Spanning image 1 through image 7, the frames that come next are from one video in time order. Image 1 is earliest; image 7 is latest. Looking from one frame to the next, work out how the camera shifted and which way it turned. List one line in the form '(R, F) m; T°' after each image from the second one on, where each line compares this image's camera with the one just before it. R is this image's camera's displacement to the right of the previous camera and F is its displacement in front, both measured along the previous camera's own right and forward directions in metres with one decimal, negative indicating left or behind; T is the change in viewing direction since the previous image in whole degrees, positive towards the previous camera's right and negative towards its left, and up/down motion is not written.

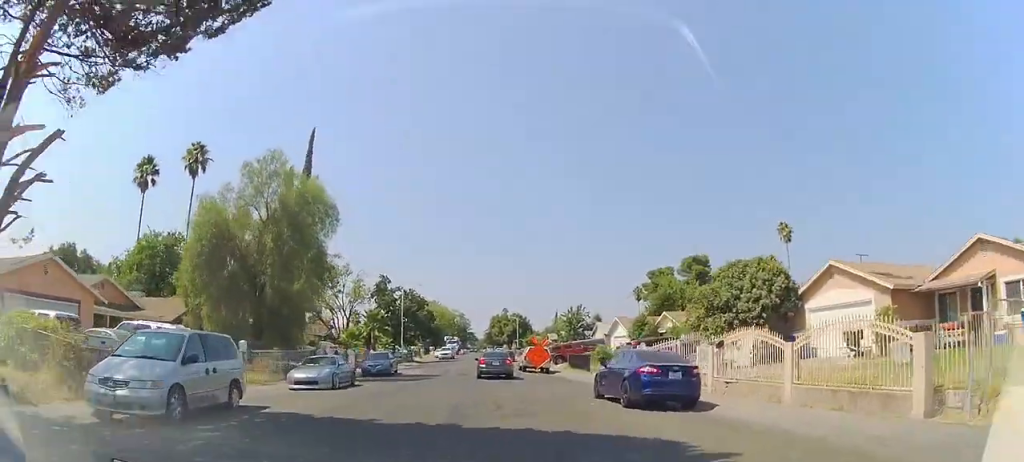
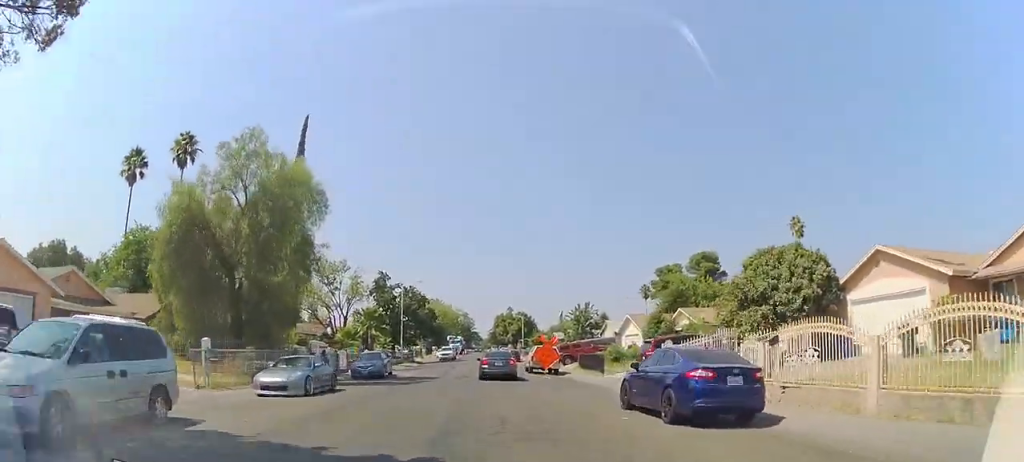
(-0.1, +3.1) m; 0°
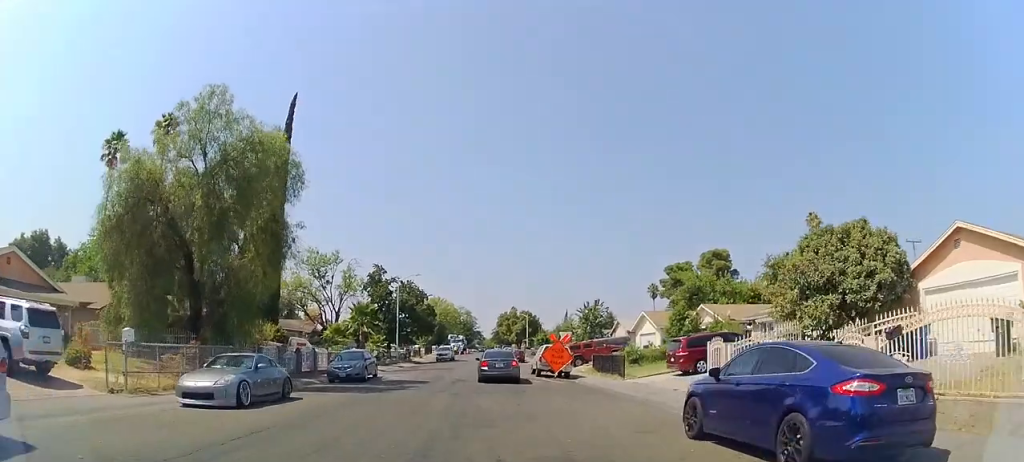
(-0.1, +4.4) m; 0°
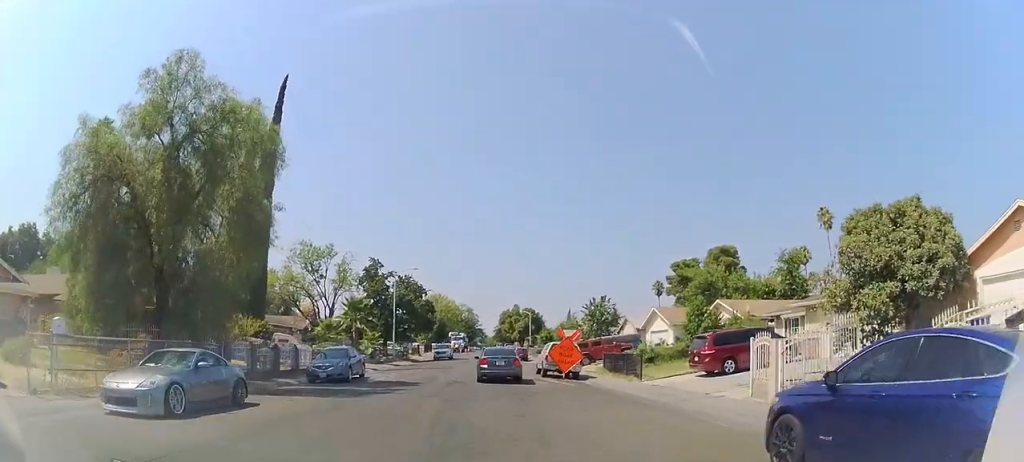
(+0.1, +2.9) m; 0°
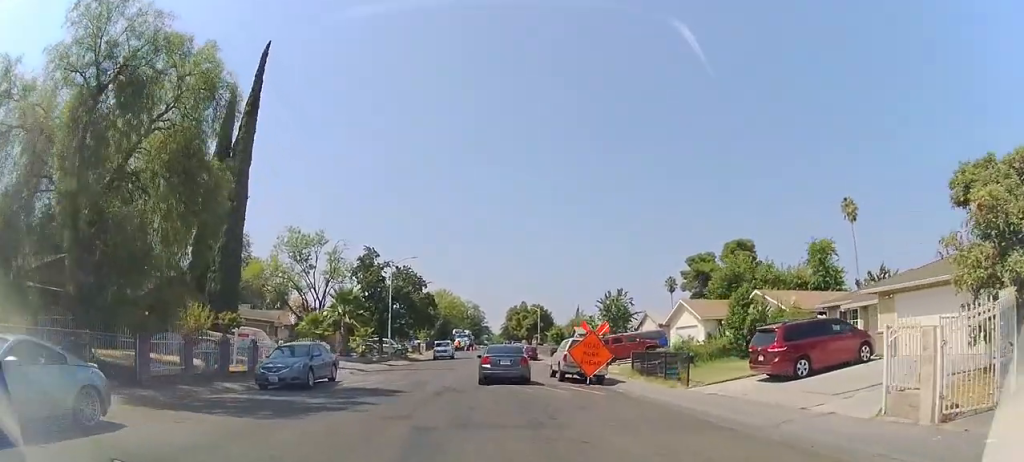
(0.0, +5.4) m; -1°
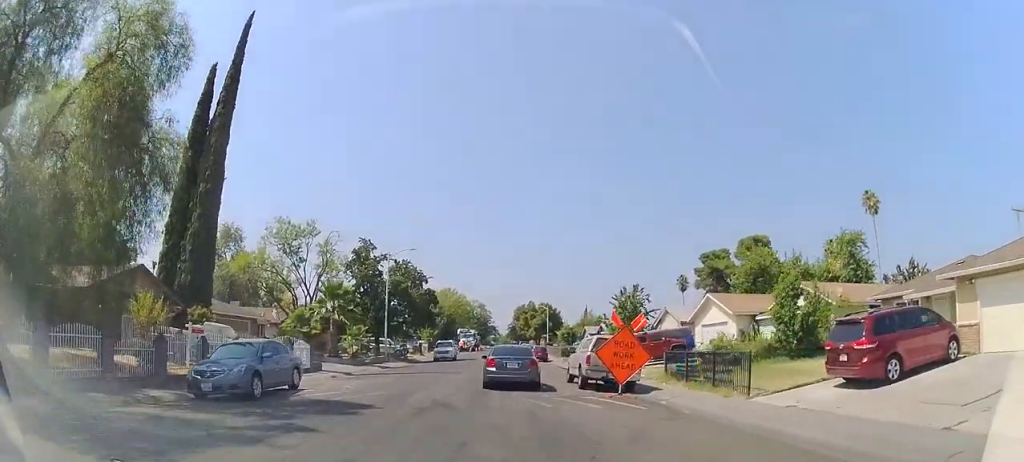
(-0.1, +4.6) m; -1°
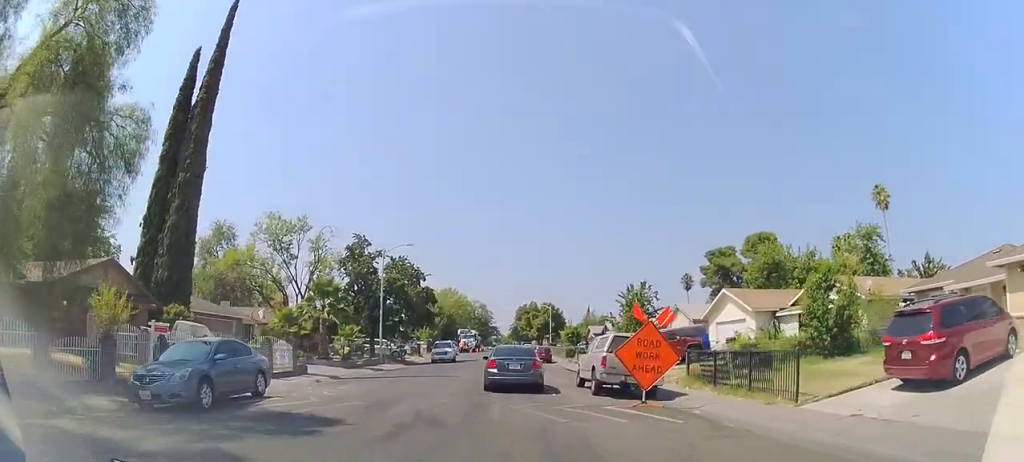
(0.0, +2.5) m; +1°
